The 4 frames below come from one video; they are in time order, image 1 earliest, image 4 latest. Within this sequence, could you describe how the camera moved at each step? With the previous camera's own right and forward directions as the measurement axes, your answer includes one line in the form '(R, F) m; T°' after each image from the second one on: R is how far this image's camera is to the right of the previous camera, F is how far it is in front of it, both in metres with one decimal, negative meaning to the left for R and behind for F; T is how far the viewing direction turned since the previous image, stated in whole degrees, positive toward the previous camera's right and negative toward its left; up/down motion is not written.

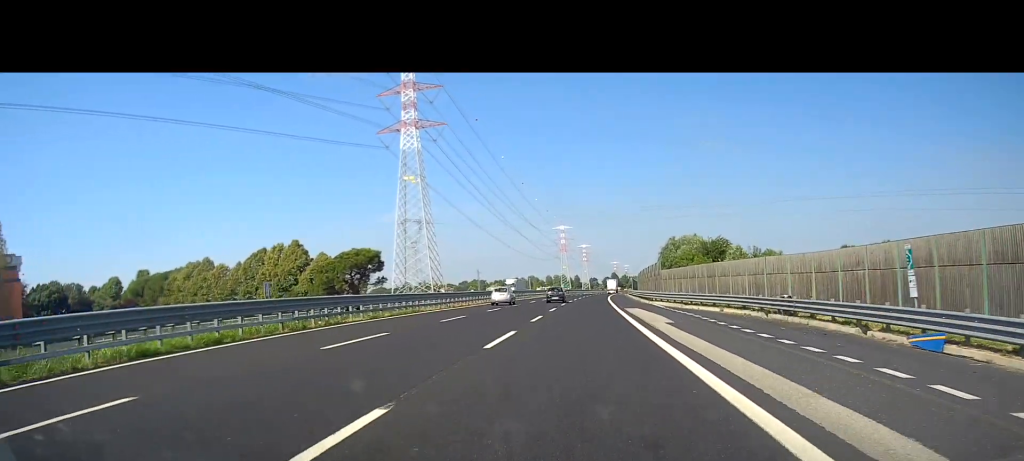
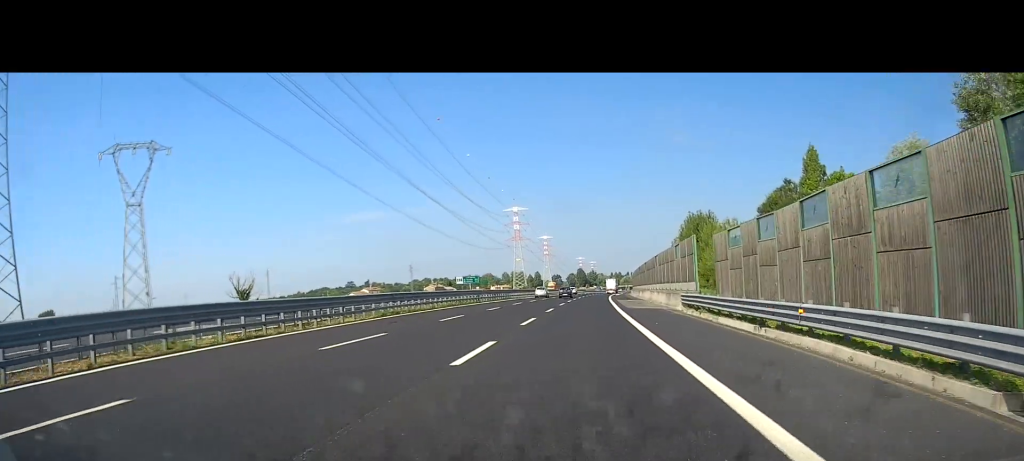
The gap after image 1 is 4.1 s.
(+2.6, +107.3) m; +2°
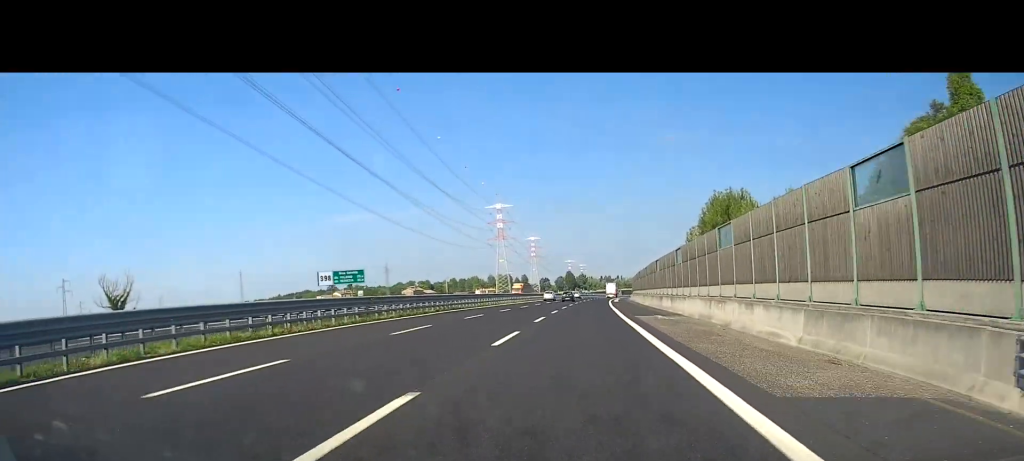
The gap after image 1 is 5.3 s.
(0.0, +31.0) m; +1°
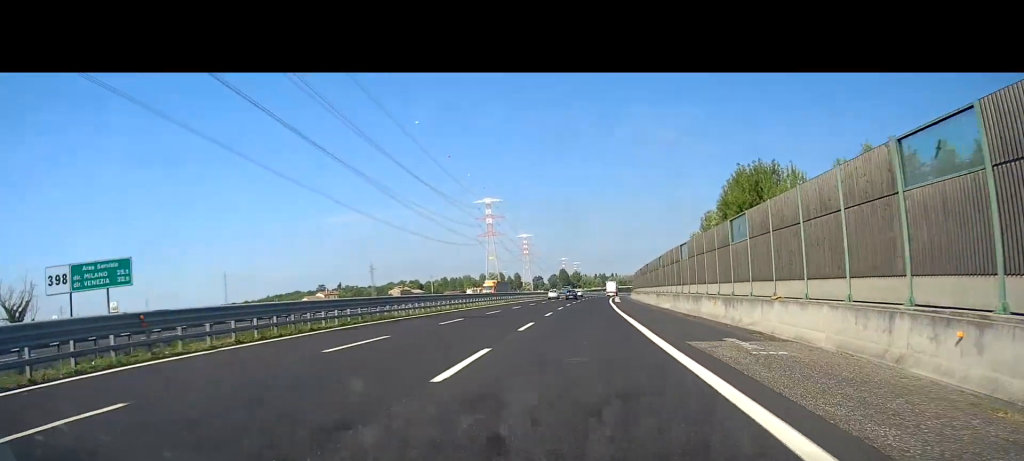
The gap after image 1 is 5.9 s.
(+0.2, +17.7) m; +1°
